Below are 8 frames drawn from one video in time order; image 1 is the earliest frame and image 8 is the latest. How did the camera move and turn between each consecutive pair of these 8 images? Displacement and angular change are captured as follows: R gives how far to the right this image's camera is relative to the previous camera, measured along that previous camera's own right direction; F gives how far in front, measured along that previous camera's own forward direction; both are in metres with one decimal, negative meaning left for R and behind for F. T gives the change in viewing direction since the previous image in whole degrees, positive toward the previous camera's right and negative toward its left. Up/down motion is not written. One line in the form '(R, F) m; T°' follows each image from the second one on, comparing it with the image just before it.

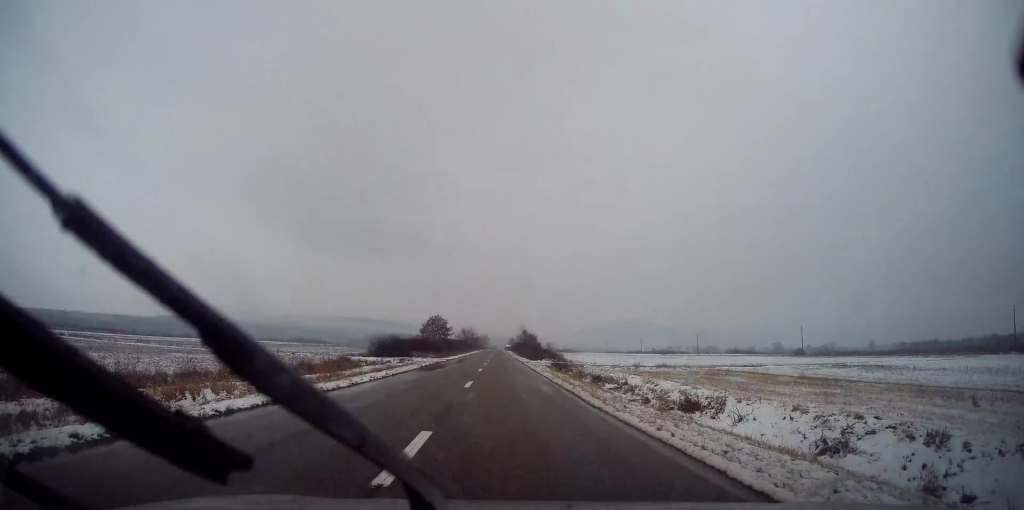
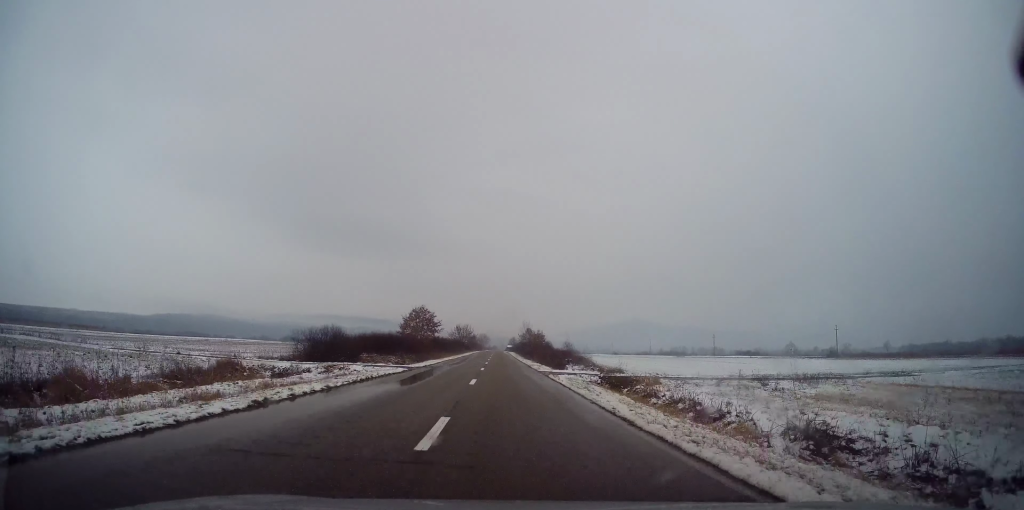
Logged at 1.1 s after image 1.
(+0.1, +22.2) m; 0°
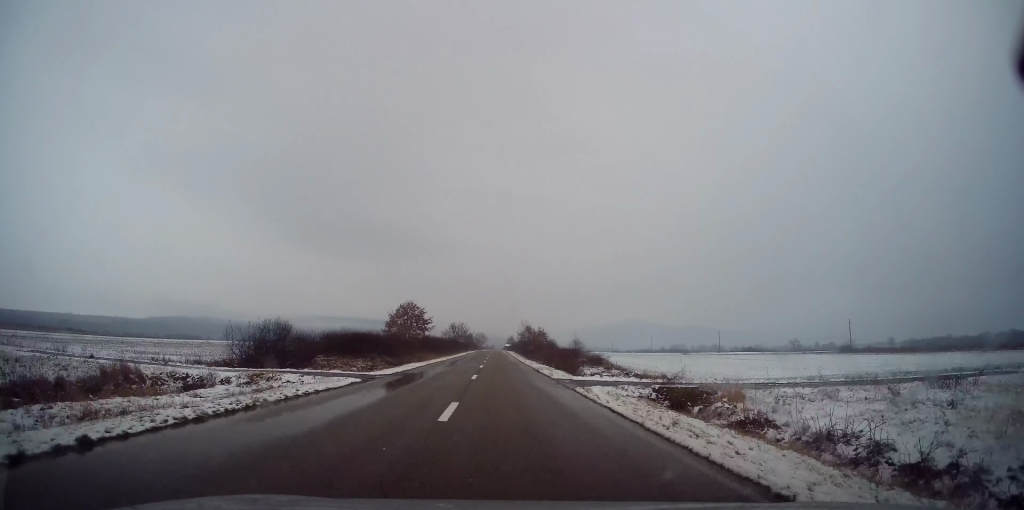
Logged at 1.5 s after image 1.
(+0.2, +9.0) m; 0°
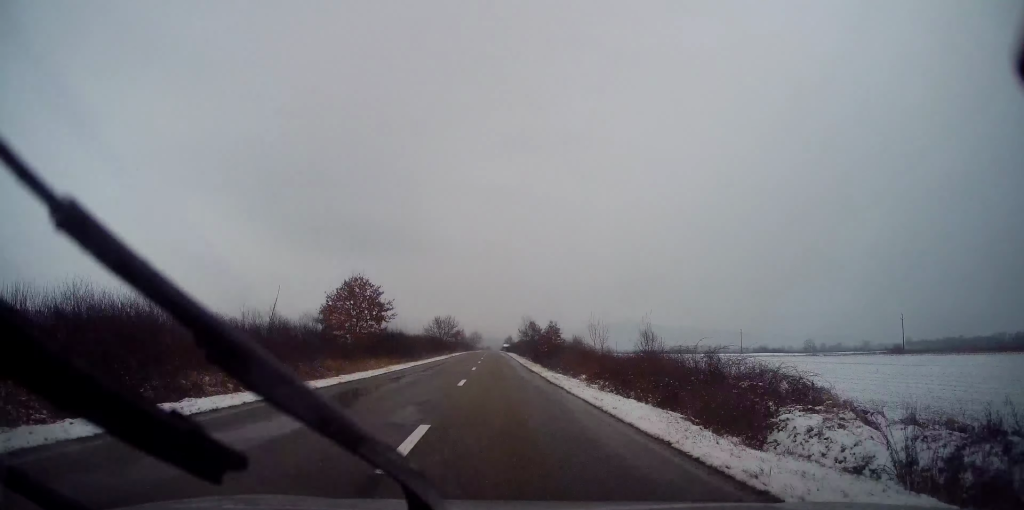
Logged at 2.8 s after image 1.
(-0.3, +27.0) m; 0°
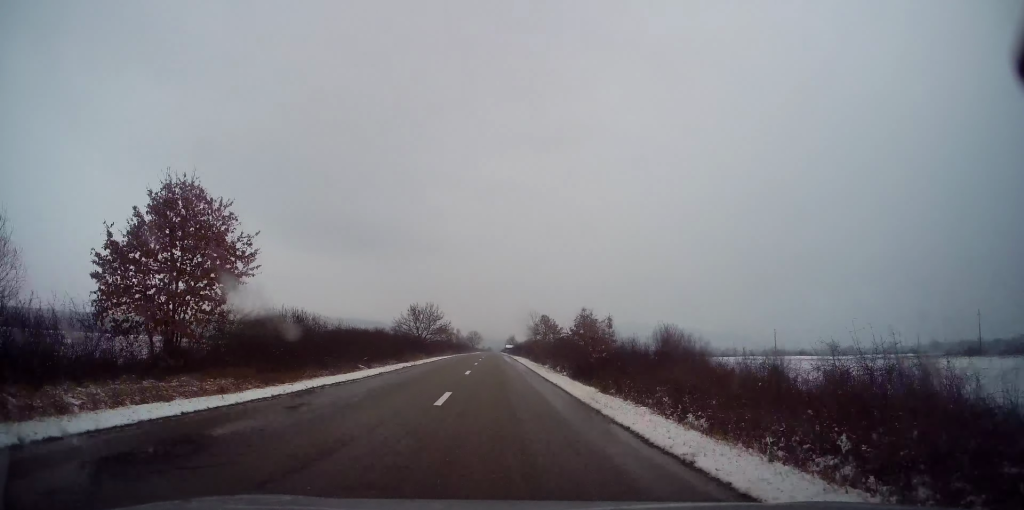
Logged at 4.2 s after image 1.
(-0.1, +28.8) m; -1°
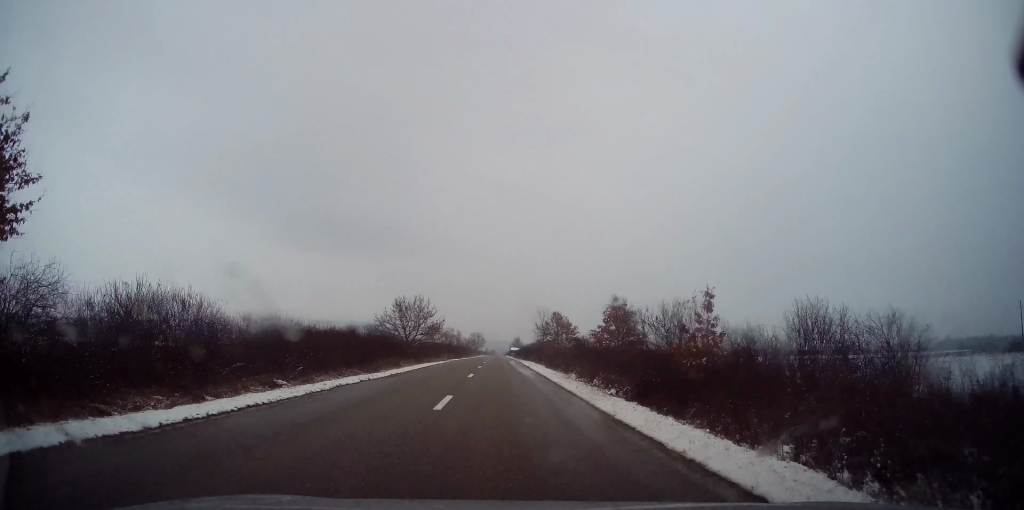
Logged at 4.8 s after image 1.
(-0.1, +12.3) m; 0°
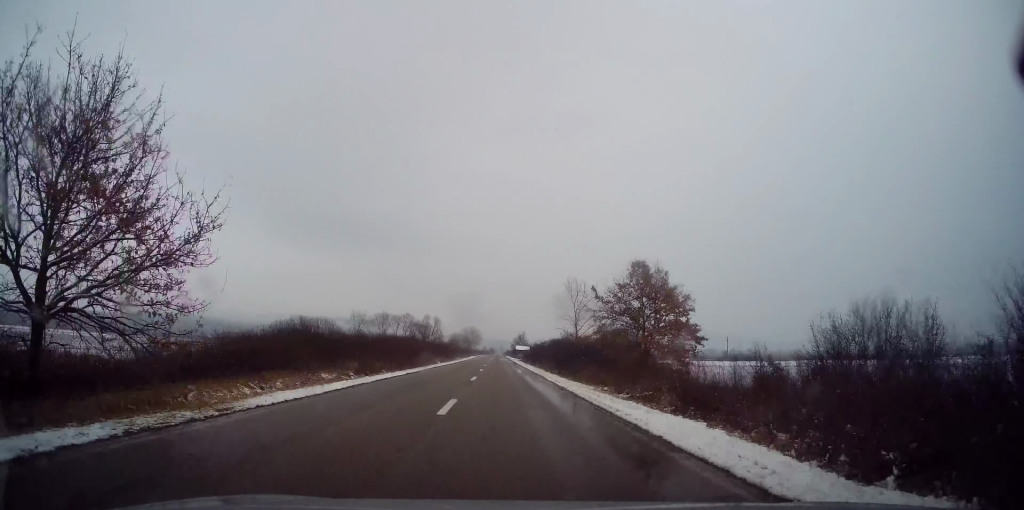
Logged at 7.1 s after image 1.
(+0.7, +47.1) m; +1°
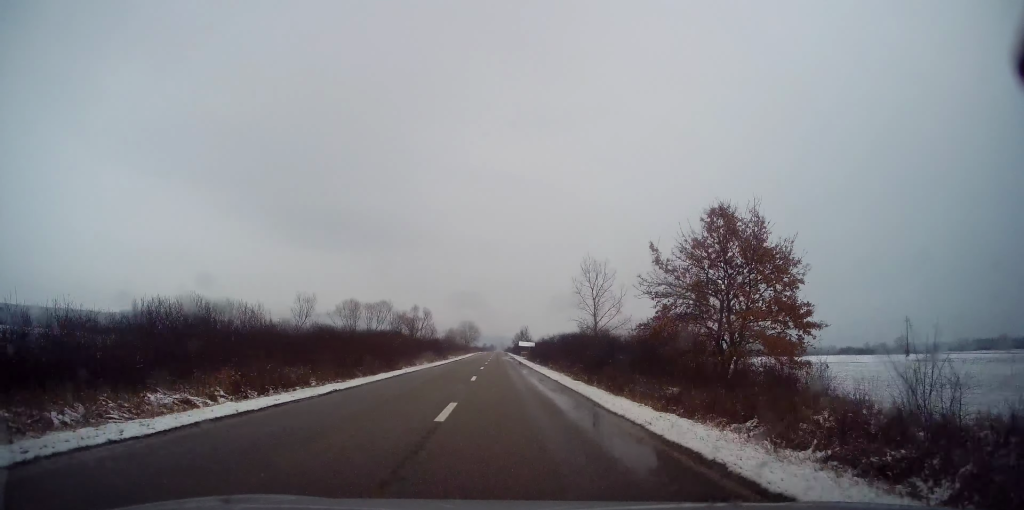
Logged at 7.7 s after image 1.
(-0.1, +12.6) m; 0°
